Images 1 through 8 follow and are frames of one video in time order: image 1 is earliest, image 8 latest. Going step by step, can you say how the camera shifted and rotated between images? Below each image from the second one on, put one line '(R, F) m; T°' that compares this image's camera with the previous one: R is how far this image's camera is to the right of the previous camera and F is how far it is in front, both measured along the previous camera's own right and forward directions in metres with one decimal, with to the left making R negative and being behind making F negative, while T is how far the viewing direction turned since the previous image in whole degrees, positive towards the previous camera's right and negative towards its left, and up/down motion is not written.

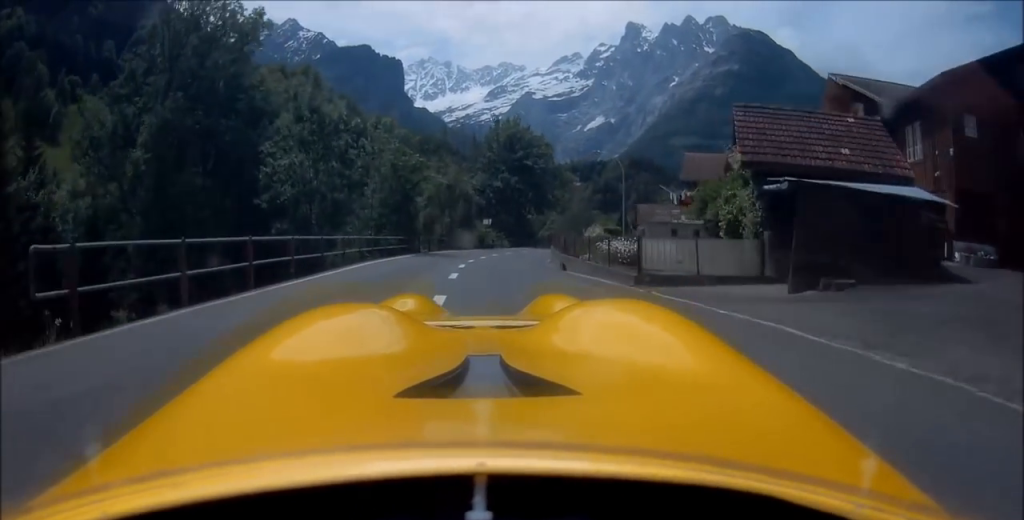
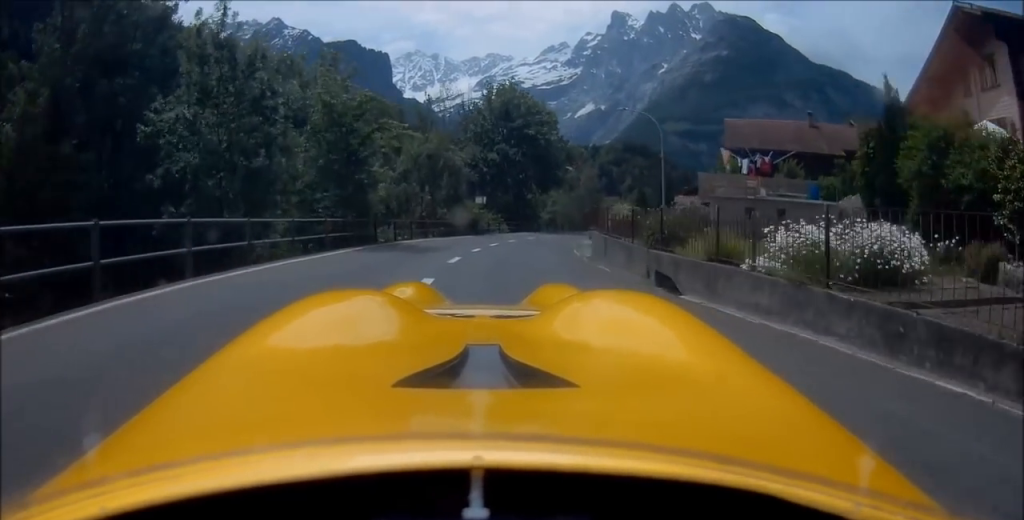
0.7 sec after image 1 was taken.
(+0.1, +11.9) m; +3°
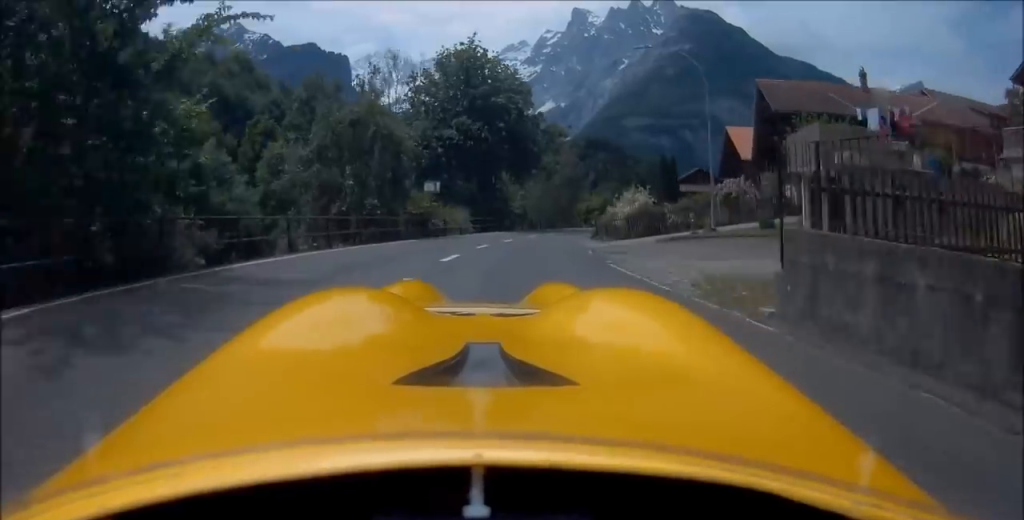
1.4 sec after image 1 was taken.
(+0.6, +12.7) m; +6°
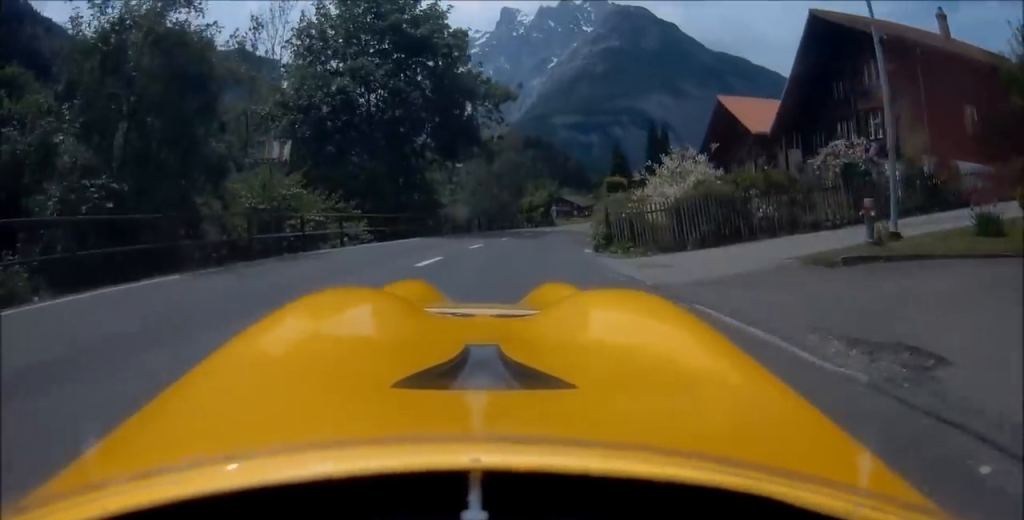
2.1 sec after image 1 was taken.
(+0.8, +14.0) m; +6°
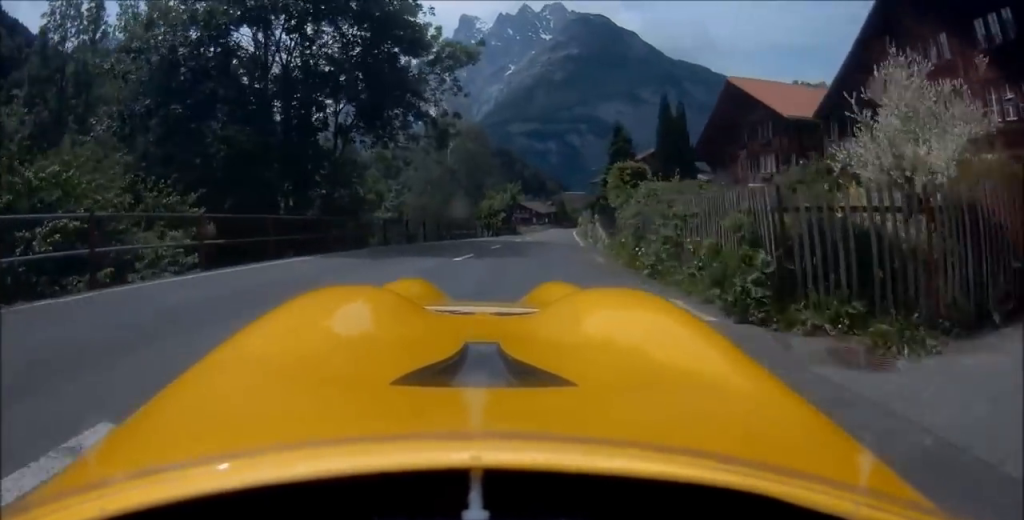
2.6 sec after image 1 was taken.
(+0.3, +9.5) m; +4°
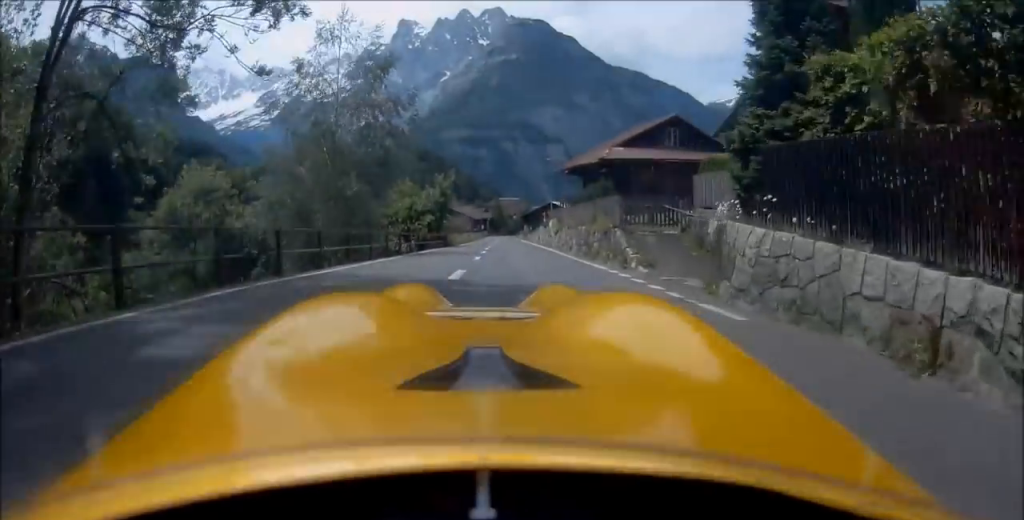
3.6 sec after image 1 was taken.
(+0.7, +17.3) m; +3°
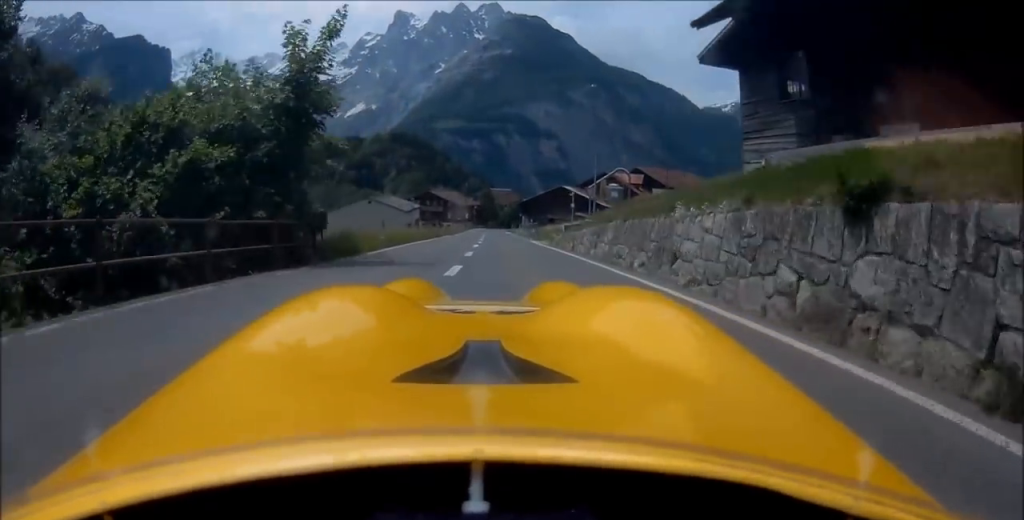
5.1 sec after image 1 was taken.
(+1.0, +30.6) m; +3°
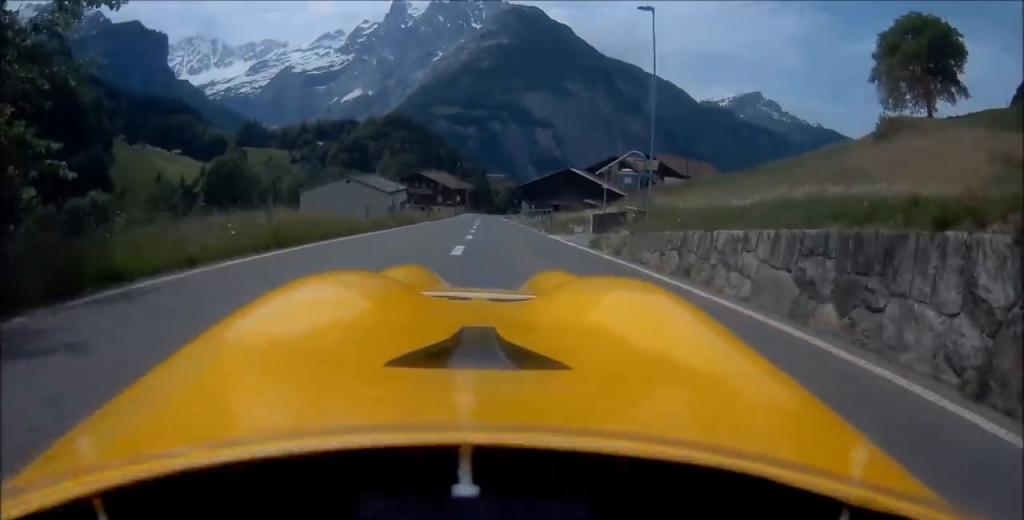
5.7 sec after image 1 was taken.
(+0.2, +11.2) m; +1°
